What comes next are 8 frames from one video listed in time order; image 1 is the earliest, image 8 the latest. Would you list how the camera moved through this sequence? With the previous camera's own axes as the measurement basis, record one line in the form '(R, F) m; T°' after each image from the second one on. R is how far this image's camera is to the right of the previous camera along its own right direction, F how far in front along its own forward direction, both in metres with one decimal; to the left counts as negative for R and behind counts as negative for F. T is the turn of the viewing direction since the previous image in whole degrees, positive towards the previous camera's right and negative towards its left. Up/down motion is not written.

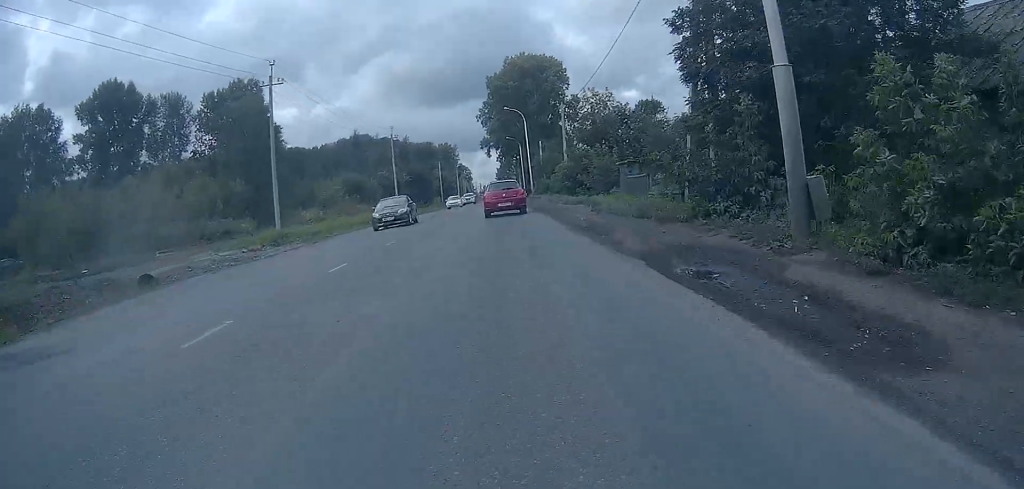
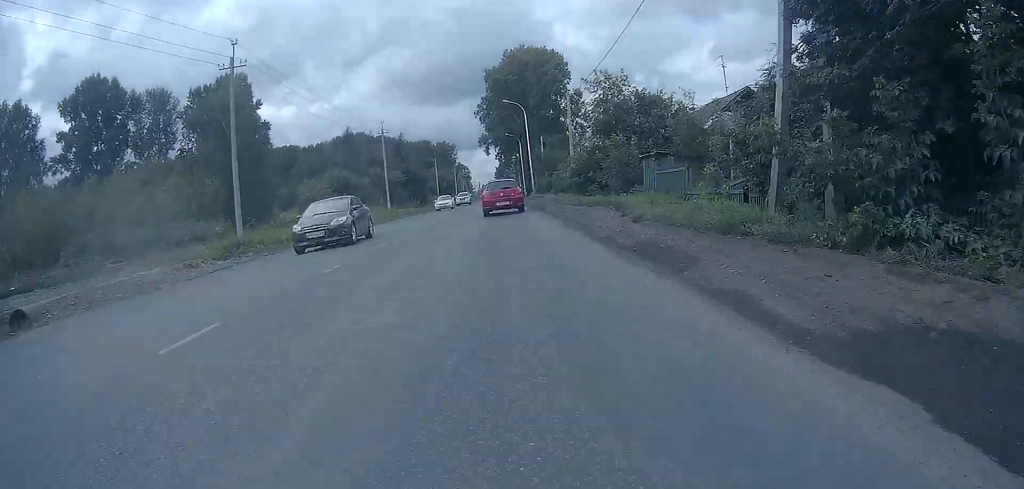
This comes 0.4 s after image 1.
(0.0, +5.1) m; +1°
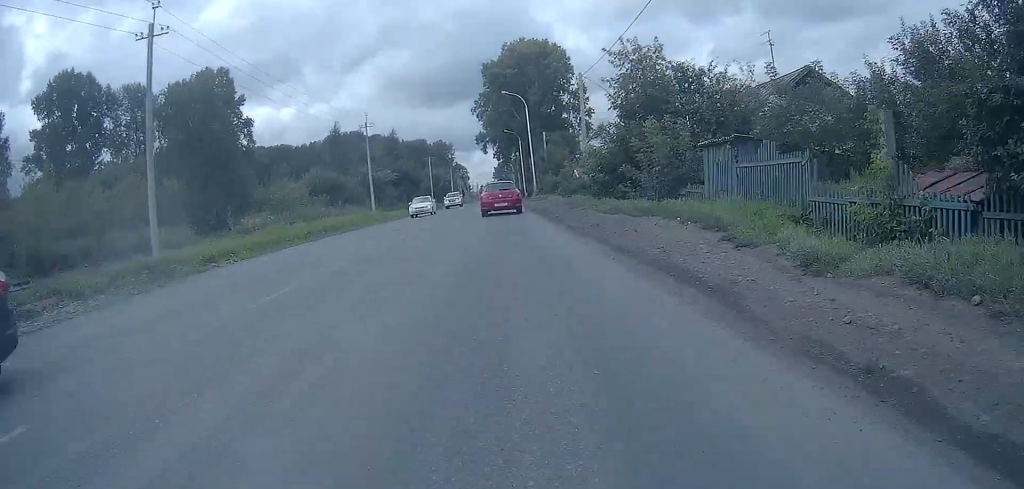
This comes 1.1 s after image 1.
(+0.1, +7.5) m; 0°
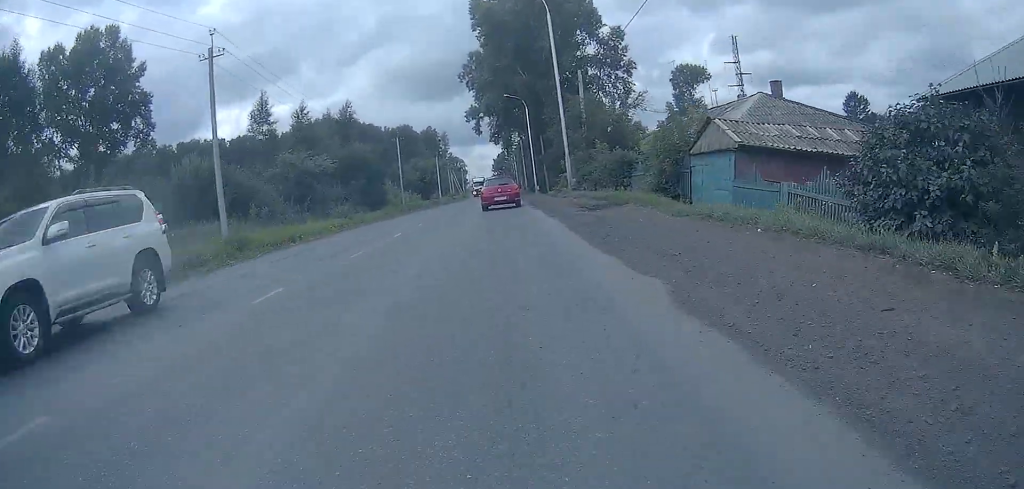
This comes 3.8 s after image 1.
(-0.6, +33.8) m; -1°
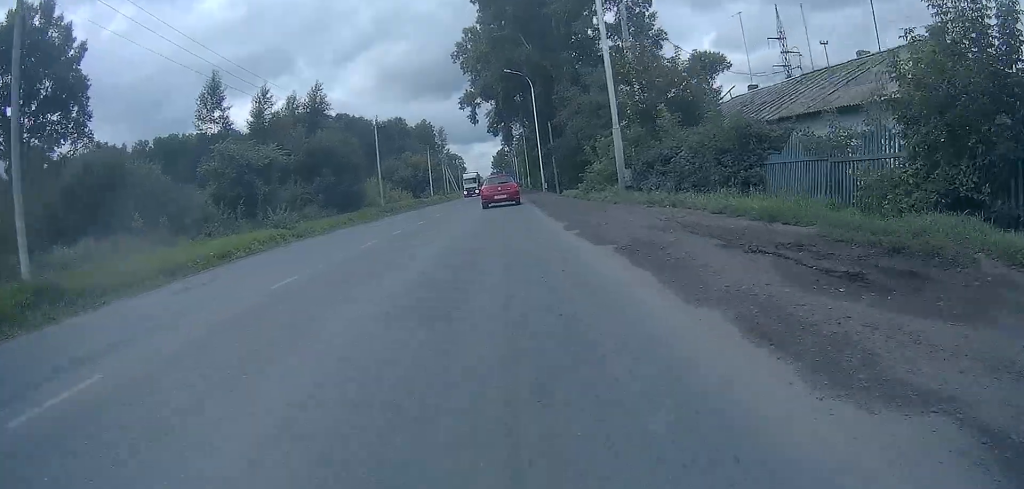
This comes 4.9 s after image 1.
(+0.1, +13.9) m; -1°
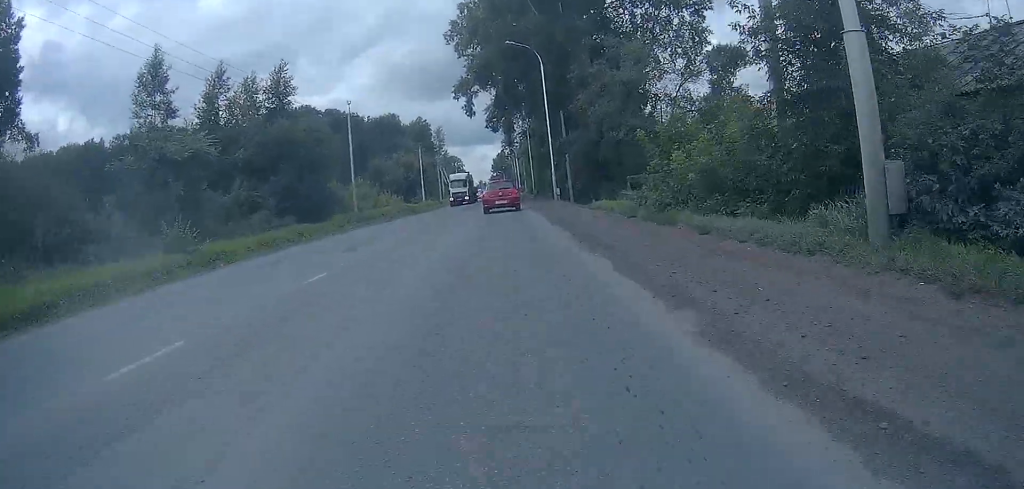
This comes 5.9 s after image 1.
(-0.2, +12.5) m; -1°
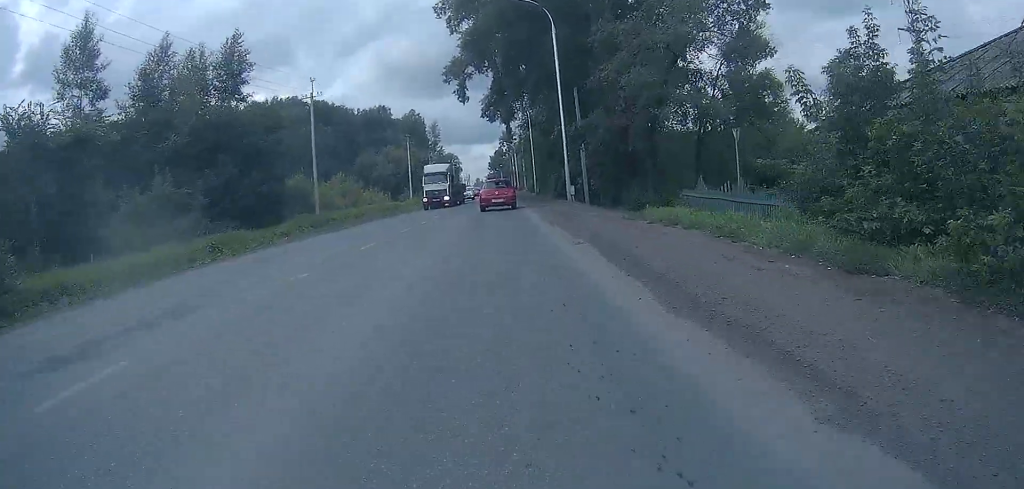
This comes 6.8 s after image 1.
(0.0, +10.9) m; +1°
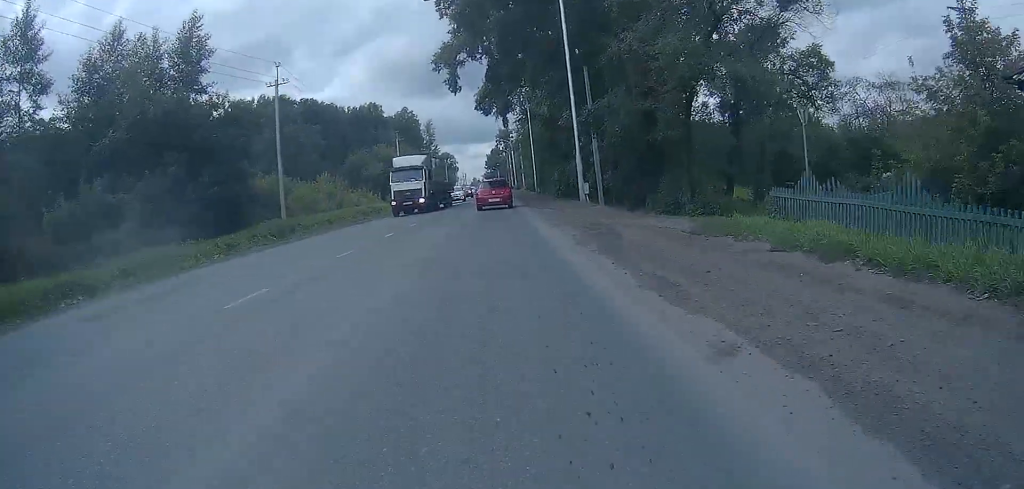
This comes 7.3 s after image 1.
(+0.1, +6.7) m; +1°
